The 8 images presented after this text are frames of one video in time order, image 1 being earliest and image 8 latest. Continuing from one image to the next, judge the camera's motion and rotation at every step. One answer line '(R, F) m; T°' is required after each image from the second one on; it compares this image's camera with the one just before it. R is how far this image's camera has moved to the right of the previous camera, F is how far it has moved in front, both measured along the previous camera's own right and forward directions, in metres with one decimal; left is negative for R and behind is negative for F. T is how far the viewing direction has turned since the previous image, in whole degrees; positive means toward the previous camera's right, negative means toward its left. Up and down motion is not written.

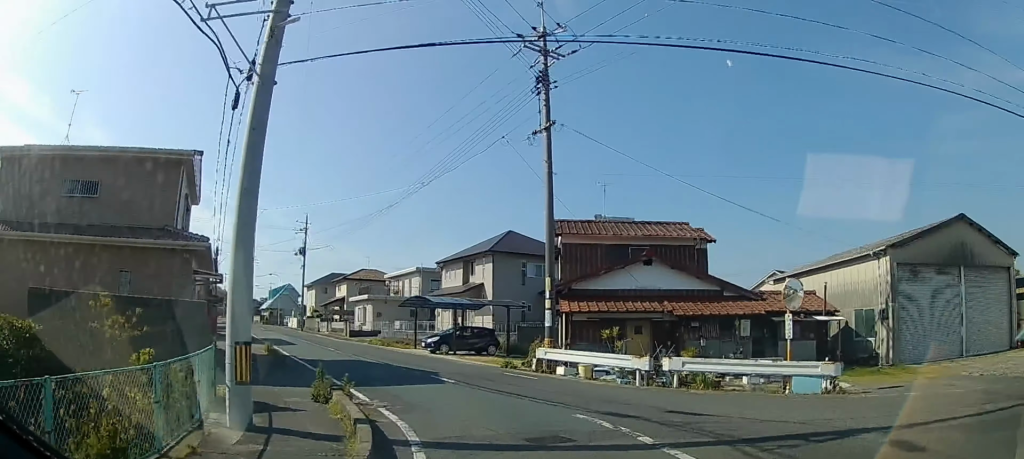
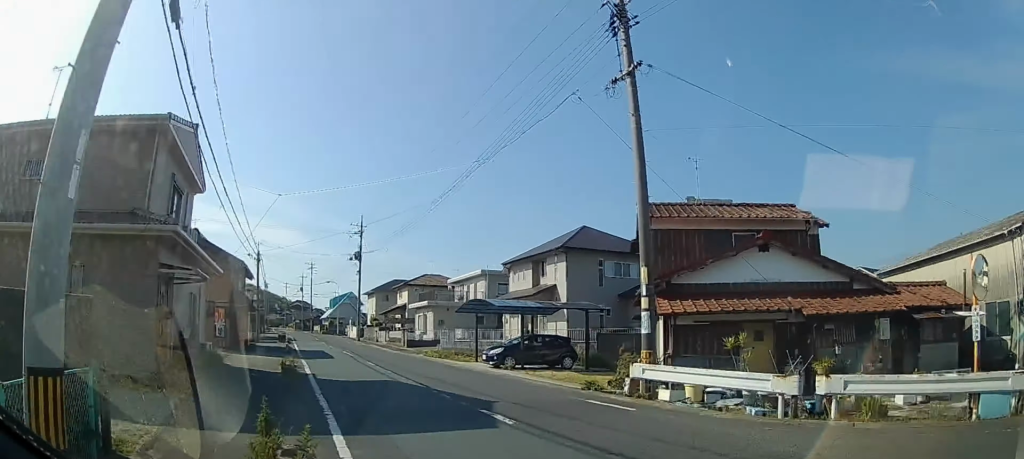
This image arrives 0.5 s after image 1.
(+0.1, +5.7) m; -2°
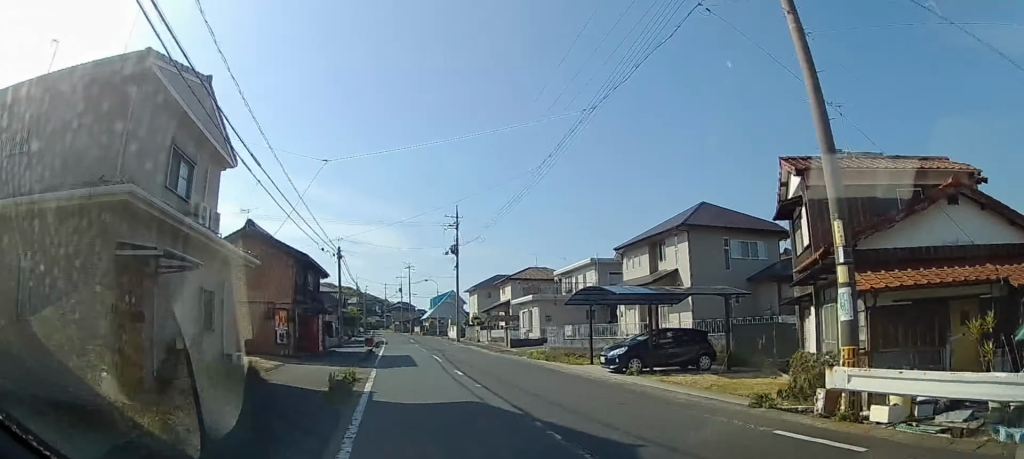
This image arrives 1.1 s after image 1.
(-0.1, +5.9) m; -5°
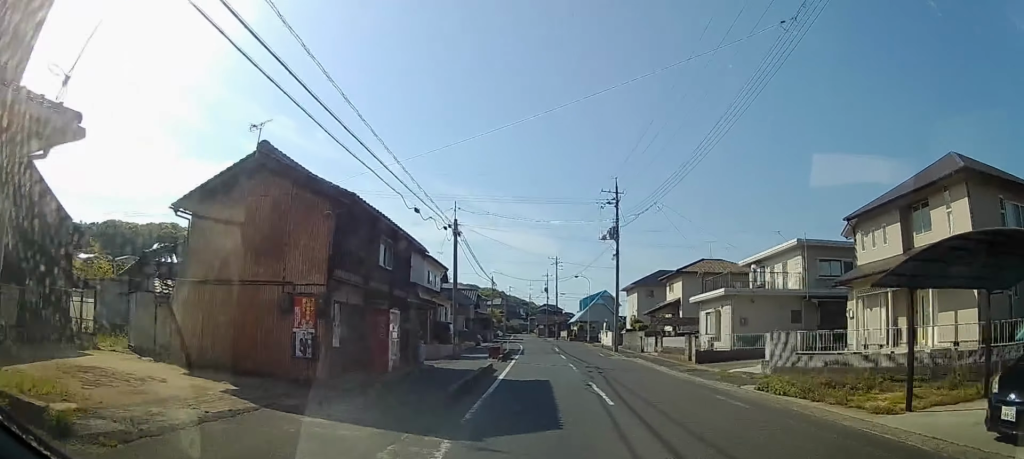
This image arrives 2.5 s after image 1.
(-1.6, +11.4) m; -17°
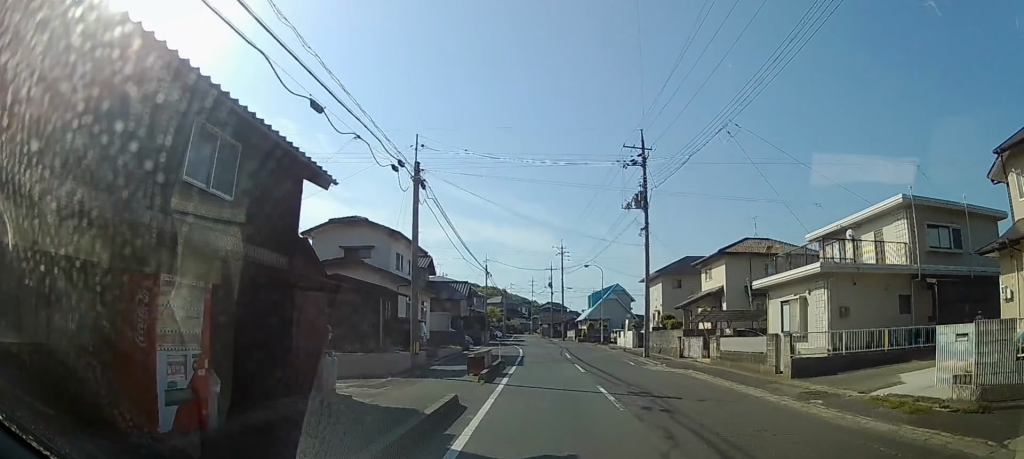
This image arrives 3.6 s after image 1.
(-1.1, +9.3) m; -11°
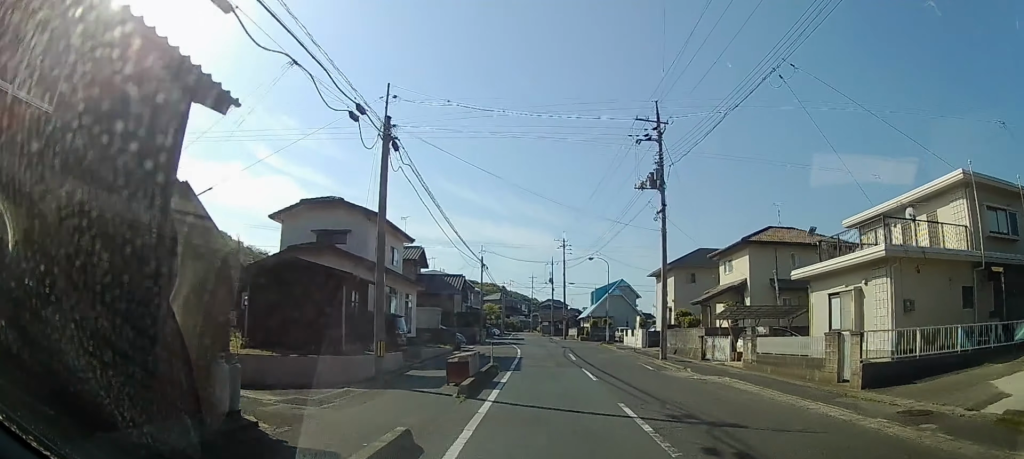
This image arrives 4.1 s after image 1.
(-0.1, +3.8) m; -2°
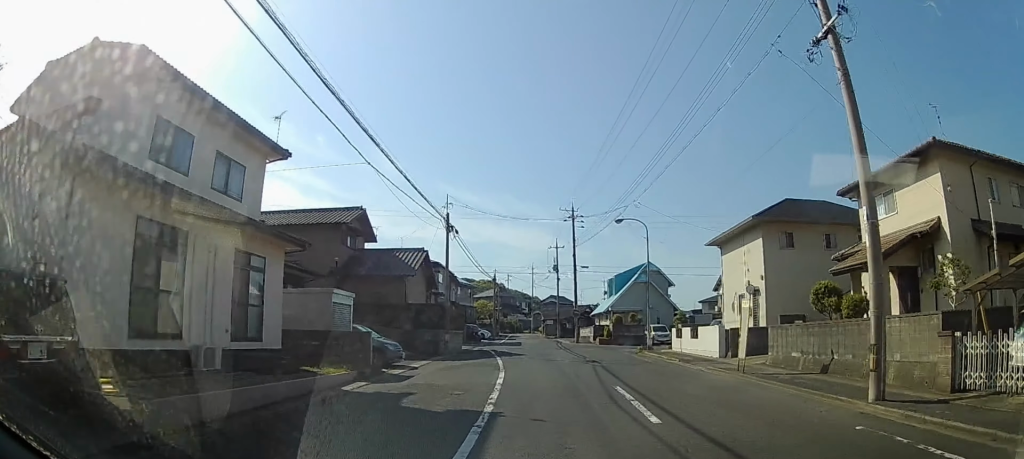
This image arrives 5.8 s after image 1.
(-0.1, +16.5) m; -3°
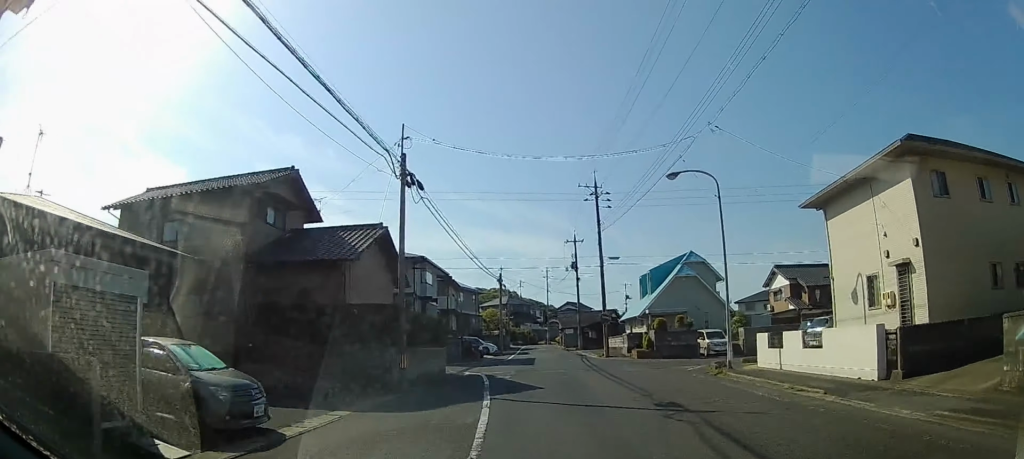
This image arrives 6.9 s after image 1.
(-0.6, +11.4) m; 0°
